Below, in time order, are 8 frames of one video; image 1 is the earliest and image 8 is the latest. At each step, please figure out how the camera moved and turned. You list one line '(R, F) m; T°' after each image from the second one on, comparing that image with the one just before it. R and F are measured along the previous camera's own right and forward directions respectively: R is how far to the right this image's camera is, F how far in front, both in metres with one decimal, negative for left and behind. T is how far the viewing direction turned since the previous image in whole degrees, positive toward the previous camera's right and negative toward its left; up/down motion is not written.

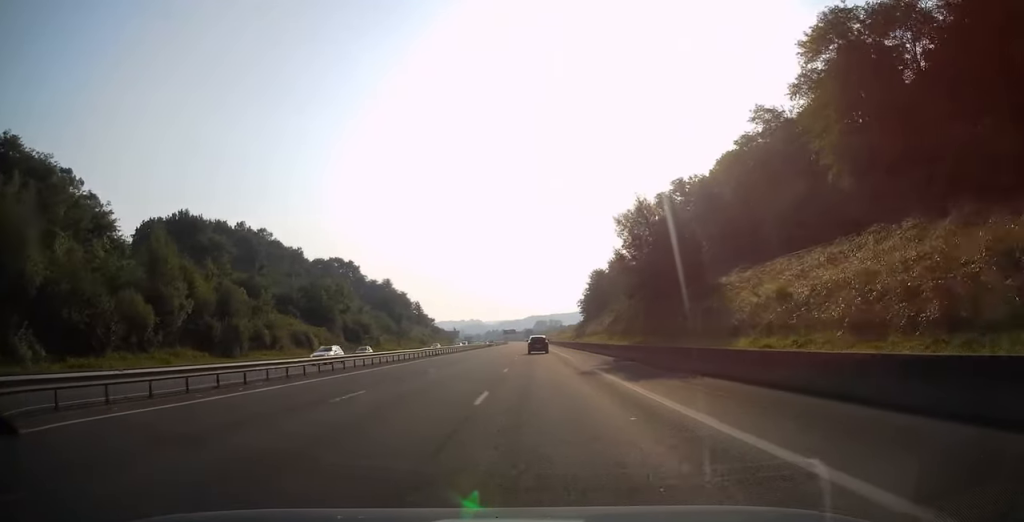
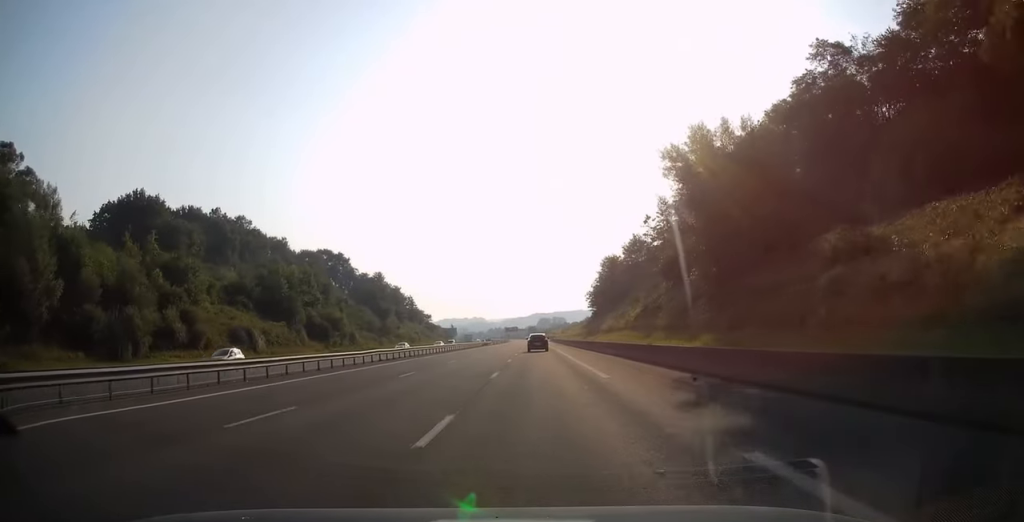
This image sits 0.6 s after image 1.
(-0.1, +17.6) m; 0°
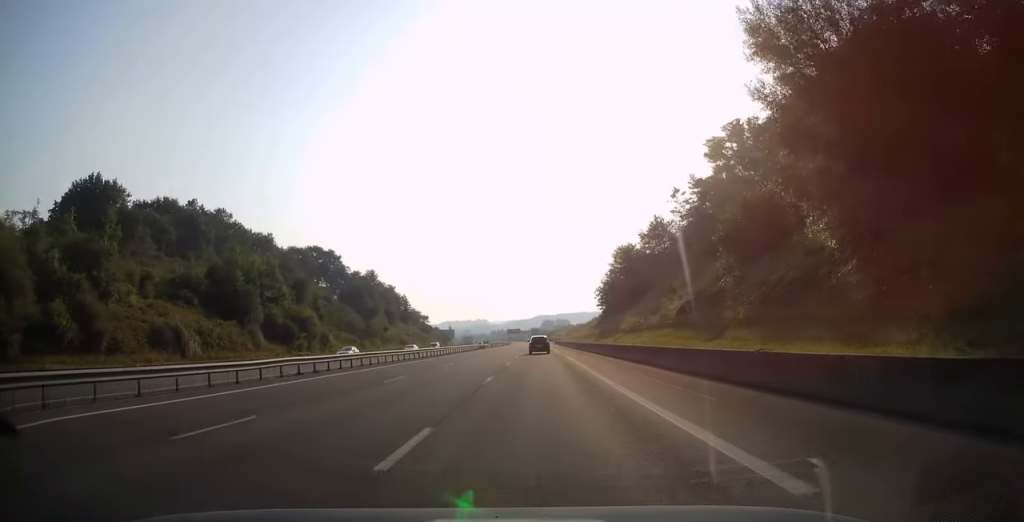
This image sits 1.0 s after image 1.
(0.0, +14.5) m; 0°
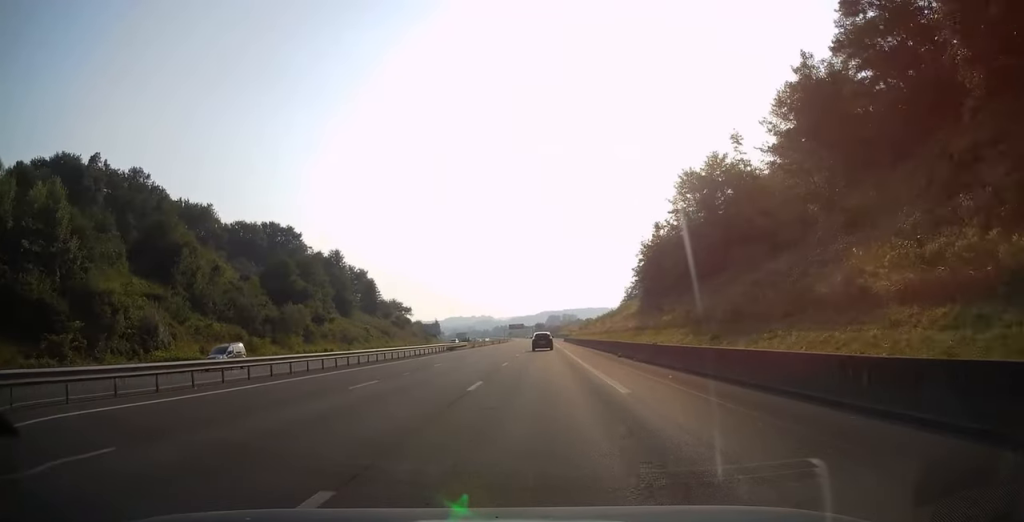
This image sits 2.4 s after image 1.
(+0.5, +42.8) m; 0°
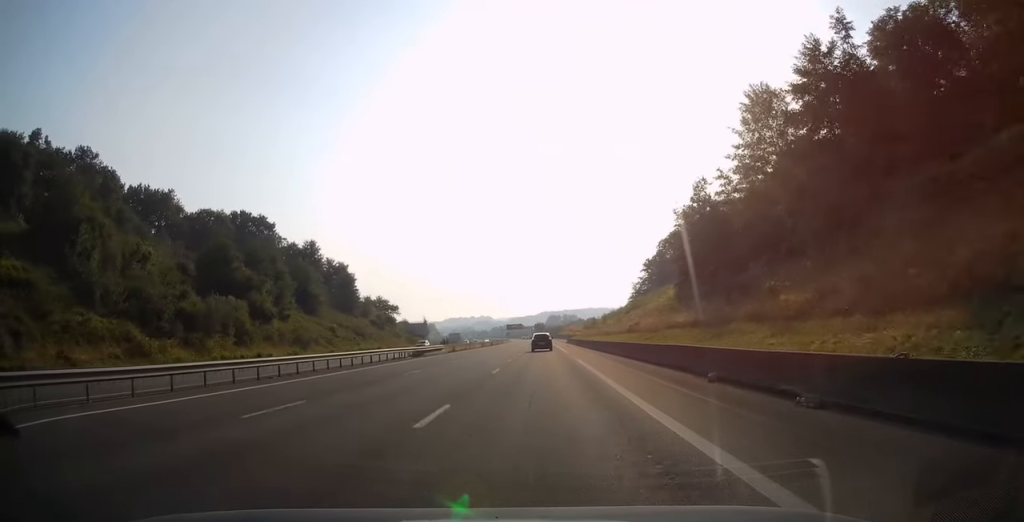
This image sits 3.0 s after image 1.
(-0.3, +19.1) m; -1°
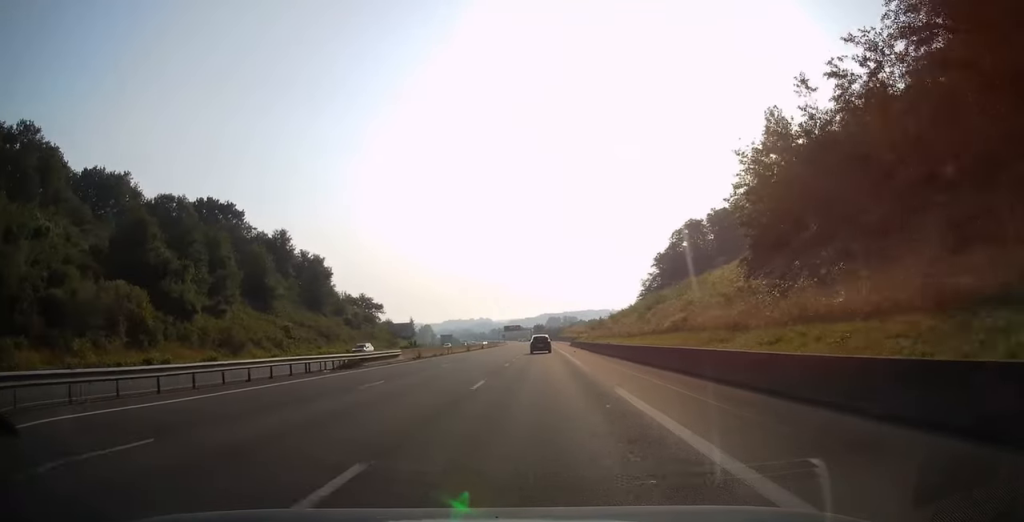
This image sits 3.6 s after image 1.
(-0.1, +18.6) m; 0°
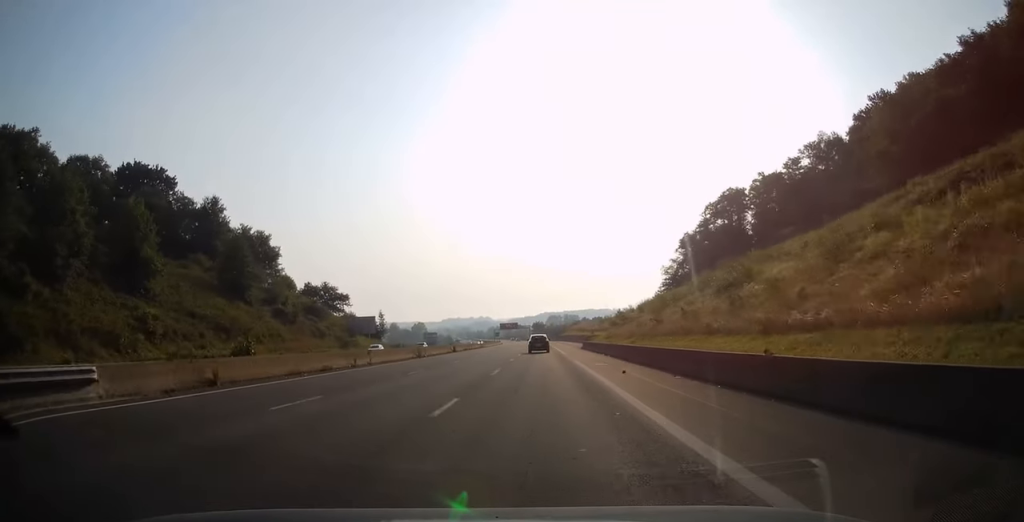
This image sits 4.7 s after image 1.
(0.0, +31.9) m; 0°
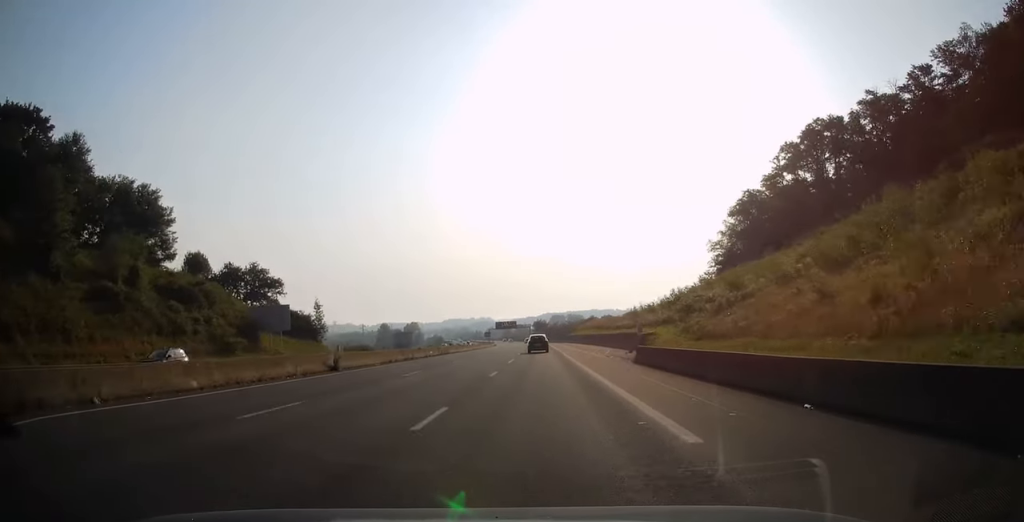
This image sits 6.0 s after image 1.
(-0.1, +40.6) m; 0°
